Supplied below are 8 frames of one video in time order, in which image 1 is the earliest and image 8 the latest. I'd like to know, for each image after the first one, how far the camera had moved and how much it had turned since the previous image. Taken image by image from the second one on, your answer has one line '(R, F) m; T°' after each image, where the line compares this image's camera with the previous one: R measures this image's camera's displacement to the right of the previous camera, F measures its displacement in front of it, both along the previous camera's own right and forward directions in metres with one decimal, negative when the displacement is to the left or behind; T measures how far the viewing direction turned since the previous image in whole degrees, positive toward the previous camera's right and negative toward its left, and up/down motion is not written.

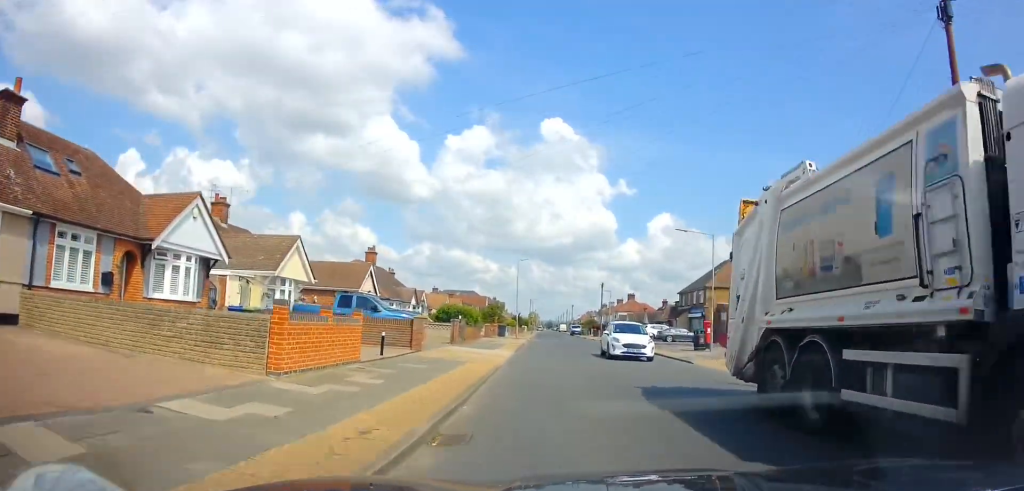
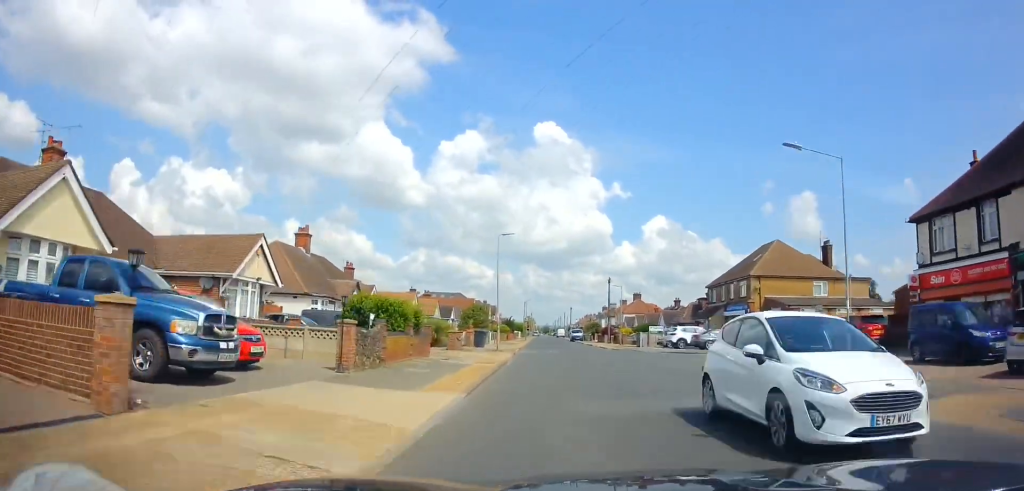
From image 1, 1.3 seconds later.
(0.0, +14.0) m; -1°
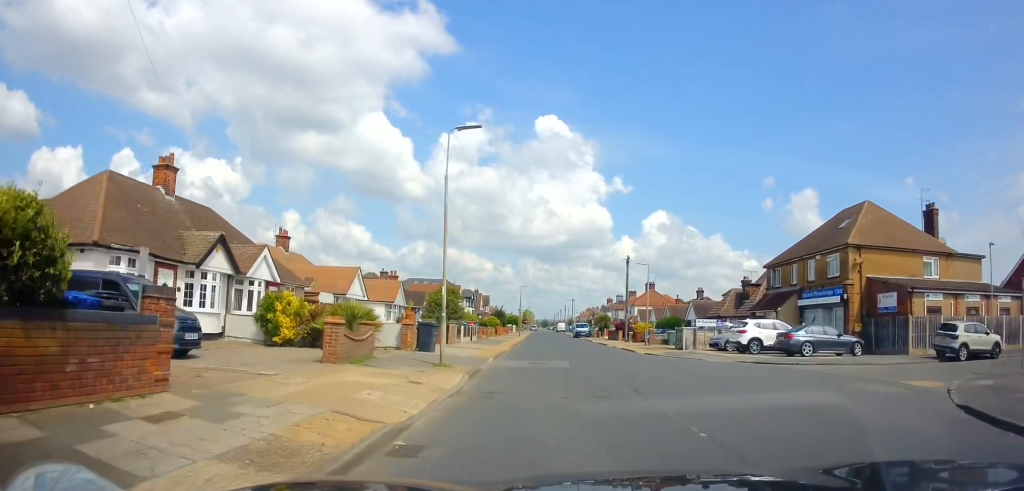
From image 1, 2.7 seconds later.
(-0.1, +15.4) m; 0°
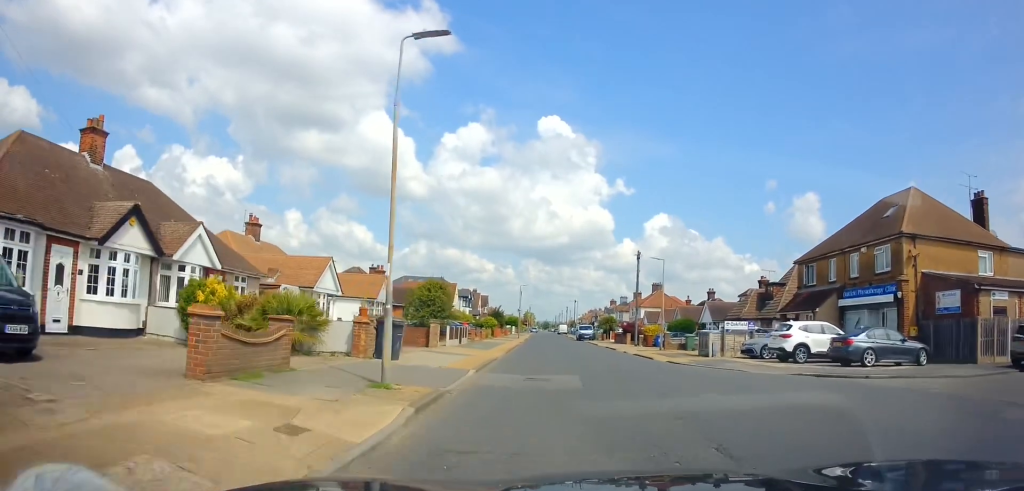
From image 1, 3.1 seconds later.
(+0.1, +5.1) m; 0°
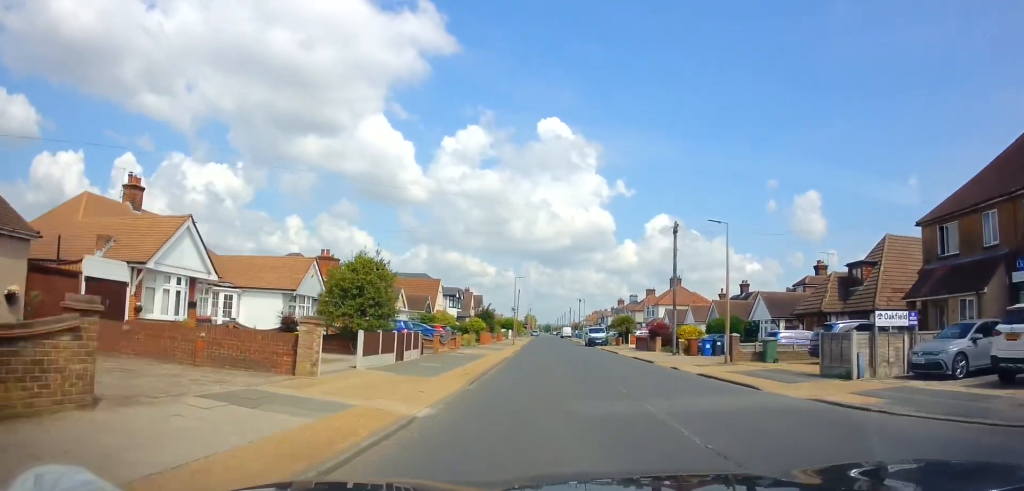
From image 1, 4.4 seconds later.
(-0.1, +13.5) m; 0°
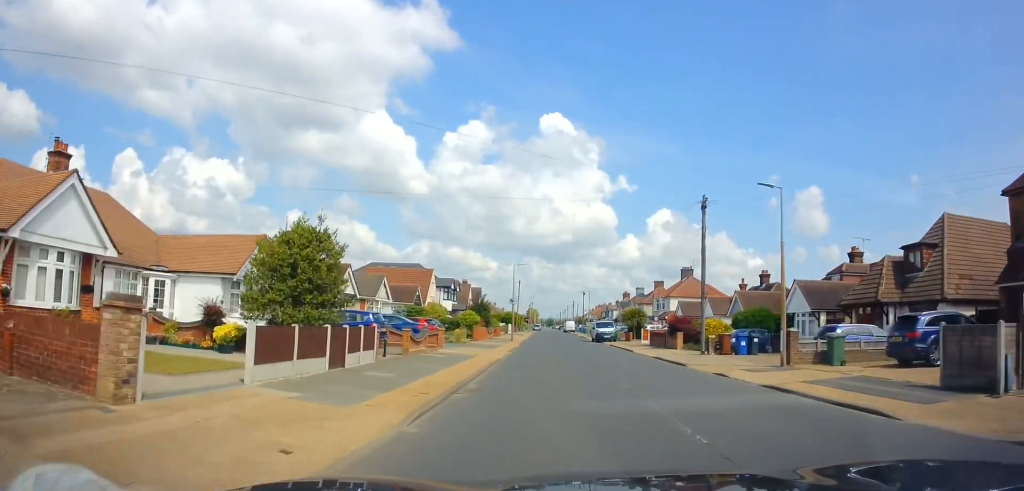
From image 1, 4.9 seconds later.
(0.0, +6.1) m; +1°
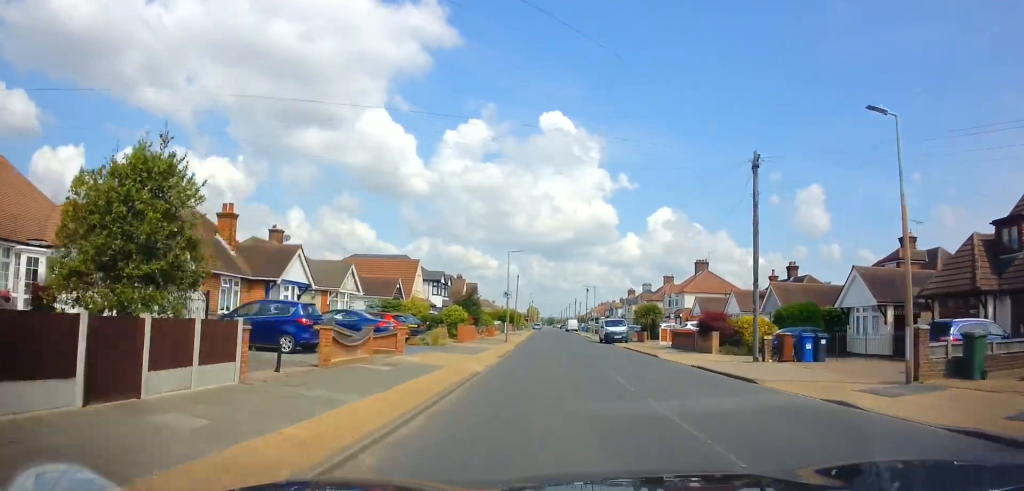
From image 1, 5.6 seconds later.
(+0.1, +6.7) m; 0°
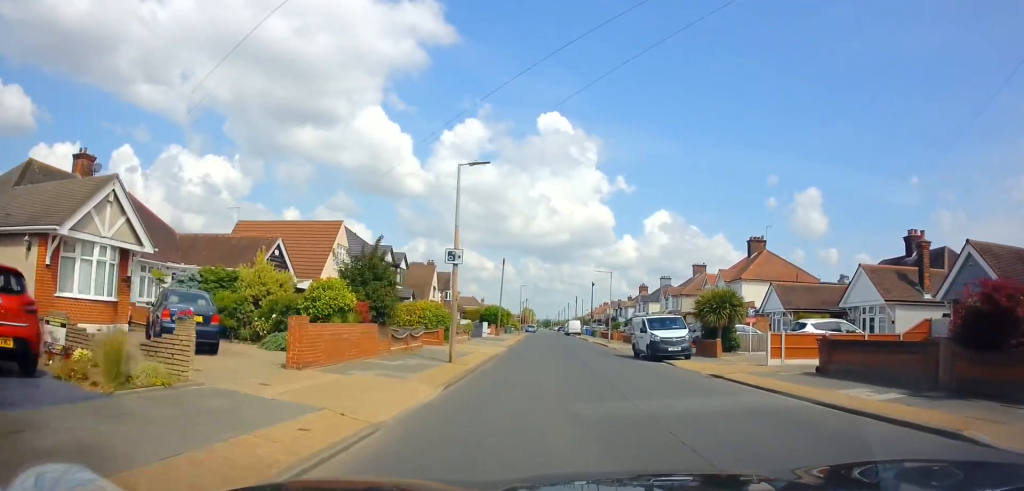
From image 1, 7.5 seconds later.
(-0.4, +20.7) m; -2°
